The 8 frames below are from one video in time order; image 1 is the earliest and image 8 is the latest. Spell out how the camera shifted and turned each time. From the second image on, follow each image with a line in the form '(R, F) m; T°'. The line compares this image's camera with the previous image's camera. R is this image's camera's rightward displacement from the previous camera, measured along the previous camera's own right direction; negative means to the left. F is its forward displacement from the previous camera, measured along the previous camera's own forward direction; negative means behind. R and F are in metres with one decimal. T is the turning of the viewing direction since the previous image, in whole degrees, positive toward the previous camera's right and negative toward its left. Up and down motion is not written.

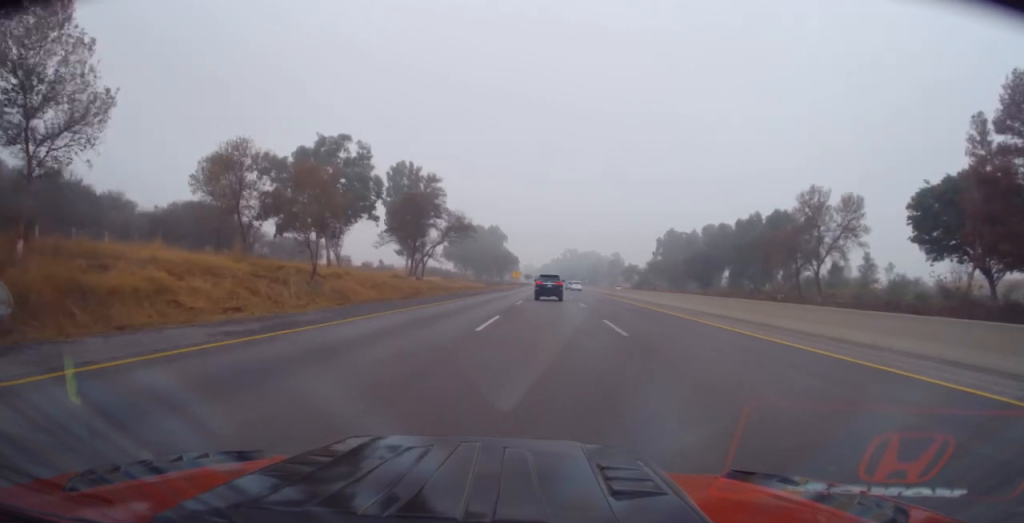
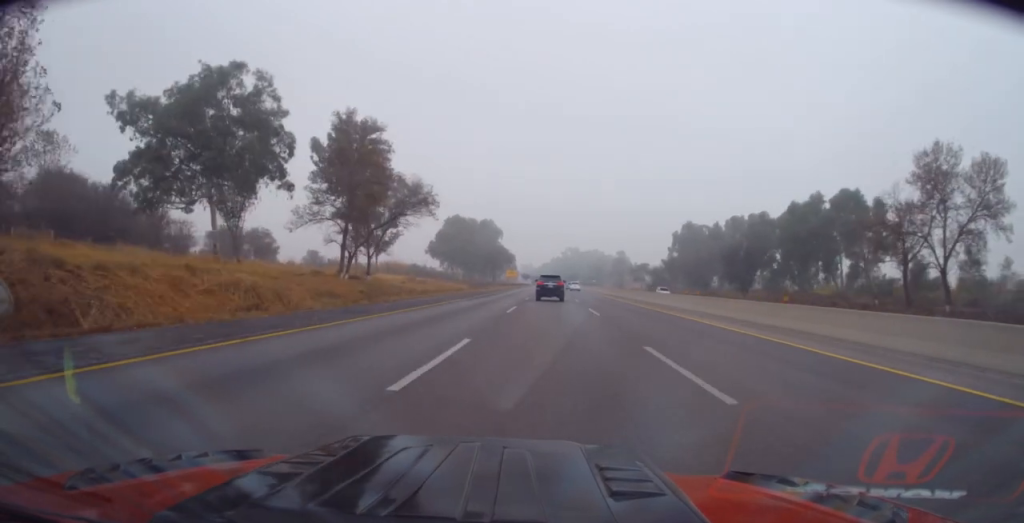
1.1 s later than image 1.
(+0.5, +27.4) m; 0°
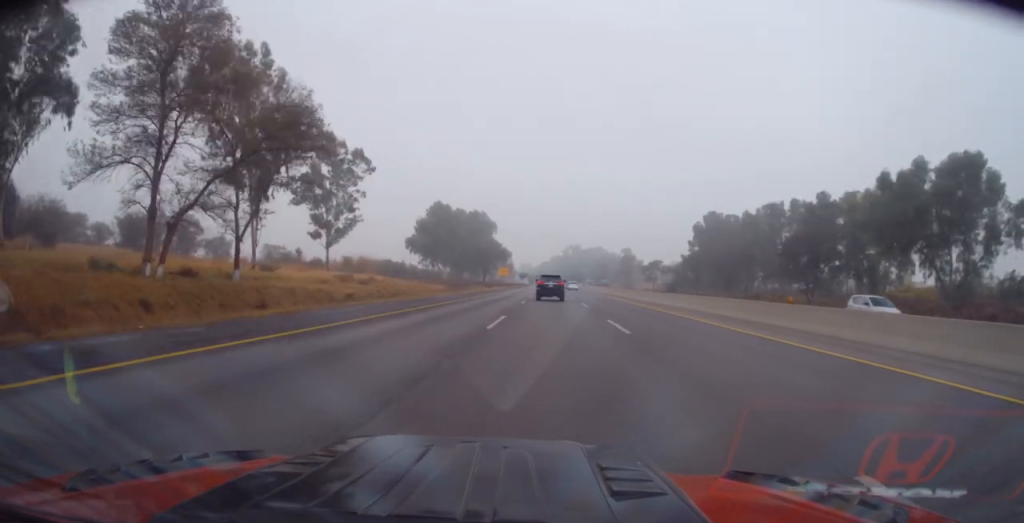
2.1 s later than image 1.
(-0.6, +26.5) m; 0°
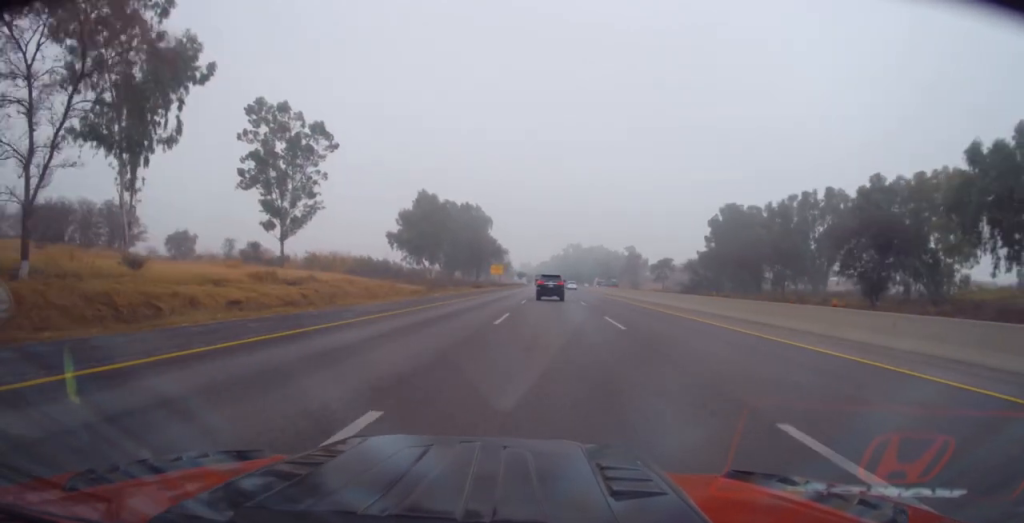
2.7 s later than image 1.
(+0.4, +16.2) m; +1°
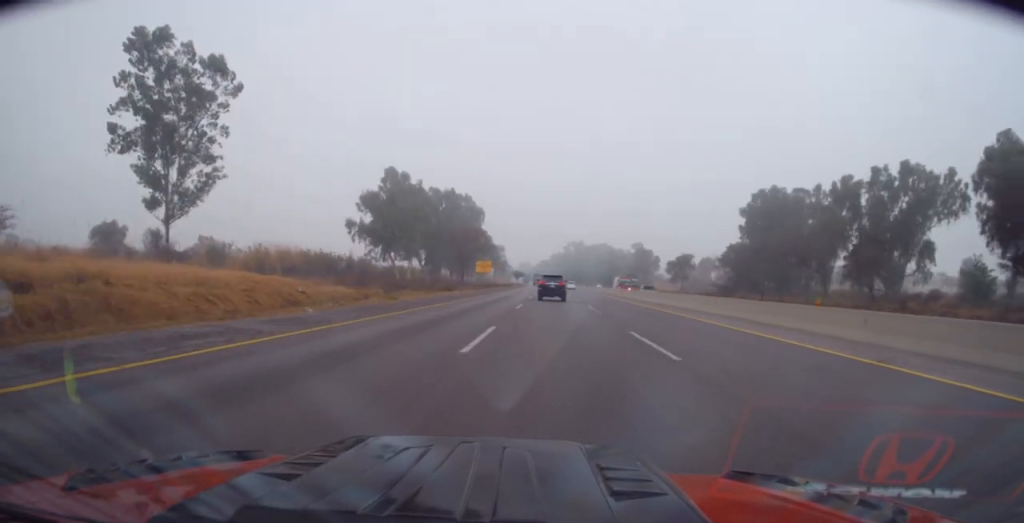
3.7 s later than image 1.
(+0.2, +24.8) m; 0°
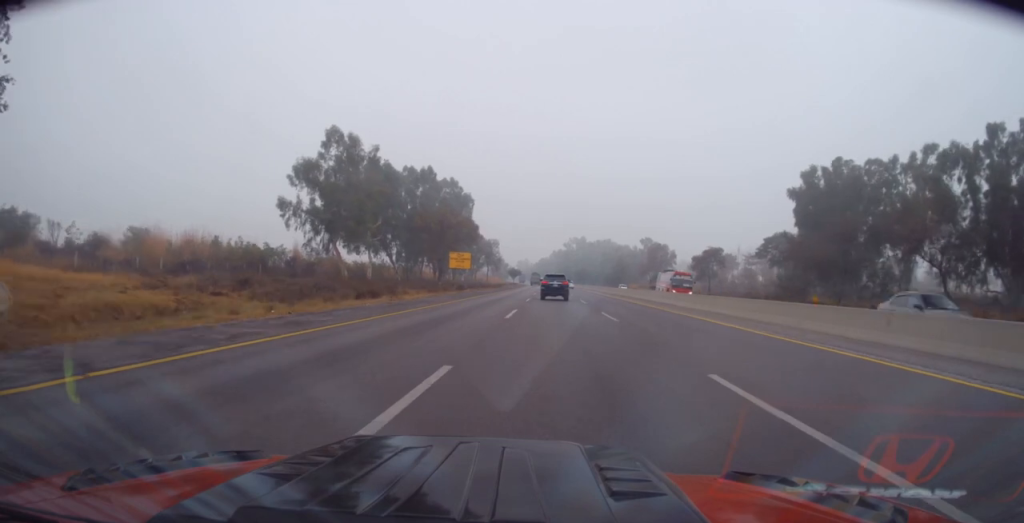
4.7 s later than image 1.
(-0.2, +25.6) m; 0°
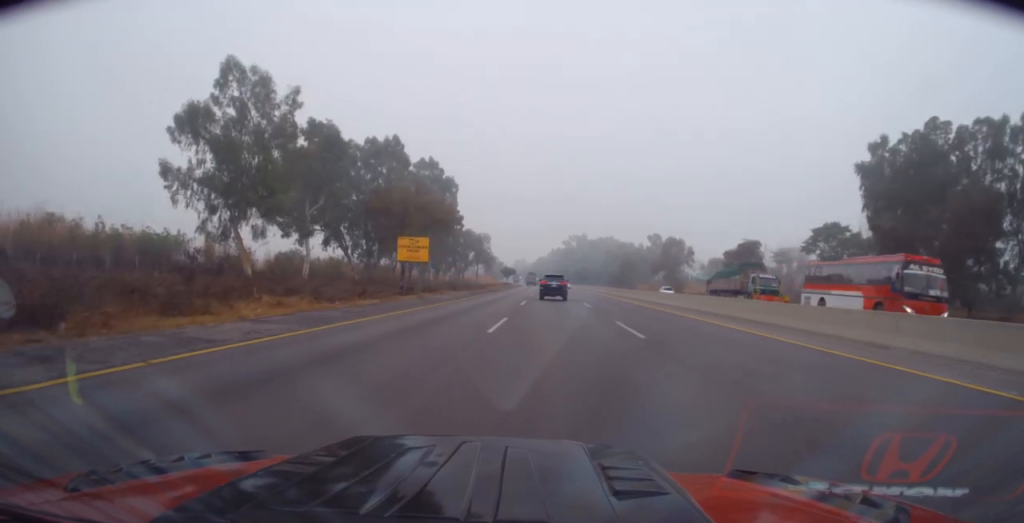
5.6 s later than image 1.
(0.0, +23.8) m; 0°
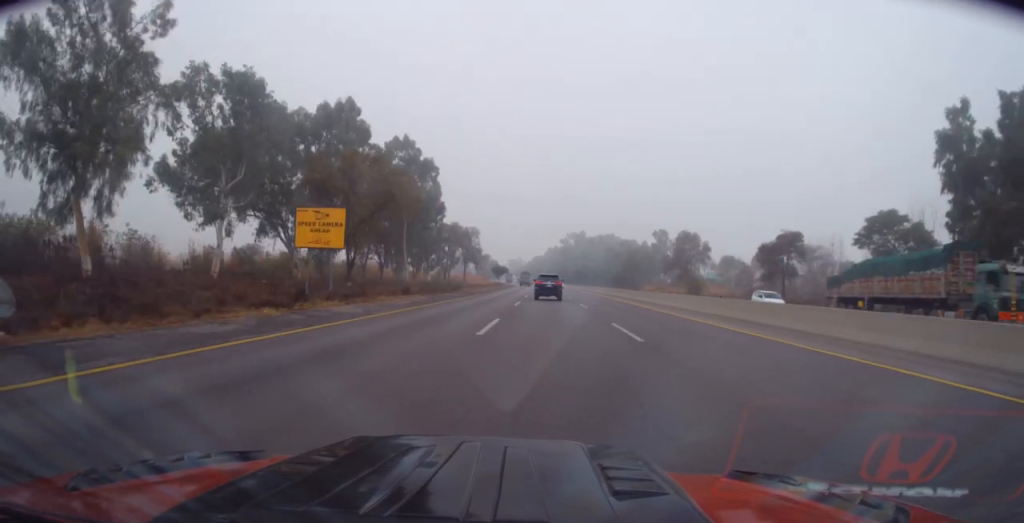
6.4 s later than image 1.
(+0.1, +18.6) m; +1°
